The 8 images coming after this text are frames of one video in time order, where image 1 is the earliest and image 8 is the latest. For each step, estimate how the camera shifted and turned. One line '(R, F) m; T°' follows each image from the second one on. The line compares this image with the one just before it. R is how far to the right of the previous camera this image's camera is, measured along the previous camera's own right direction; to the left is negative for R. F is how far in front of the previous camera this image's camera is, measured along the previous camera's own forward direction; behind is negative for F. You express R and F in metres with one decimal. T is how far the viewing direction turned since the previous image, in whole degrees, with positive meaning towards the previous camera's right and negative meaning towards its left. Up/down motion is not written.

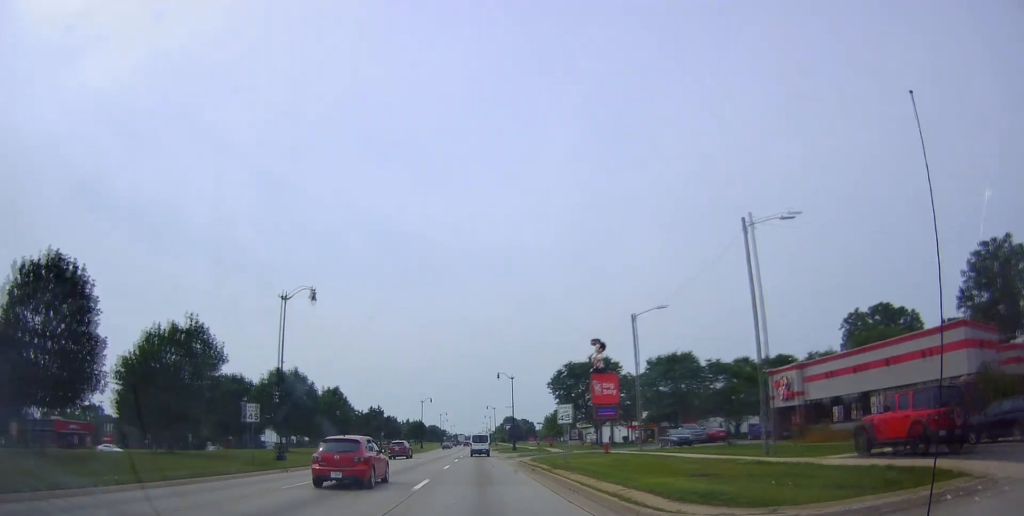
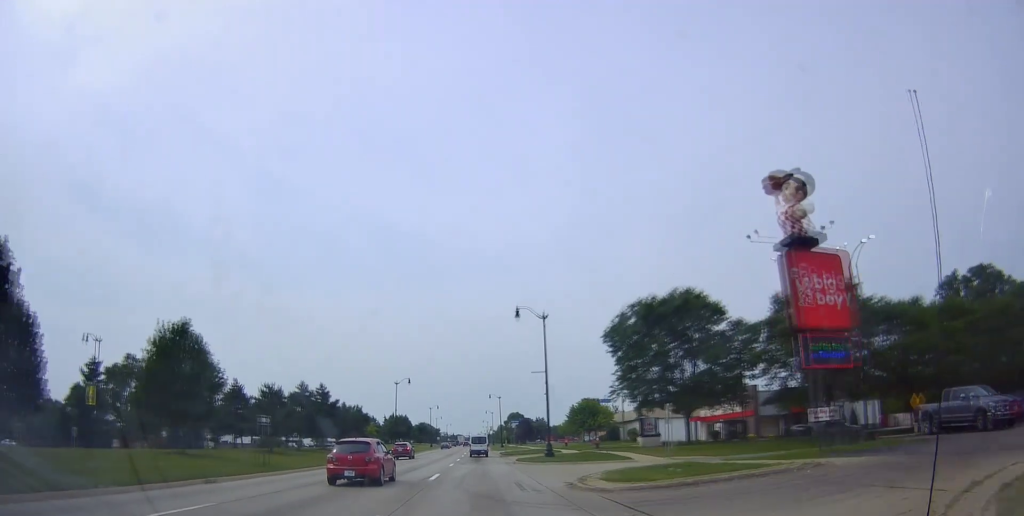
(-0.5, +39.7) m; -1°
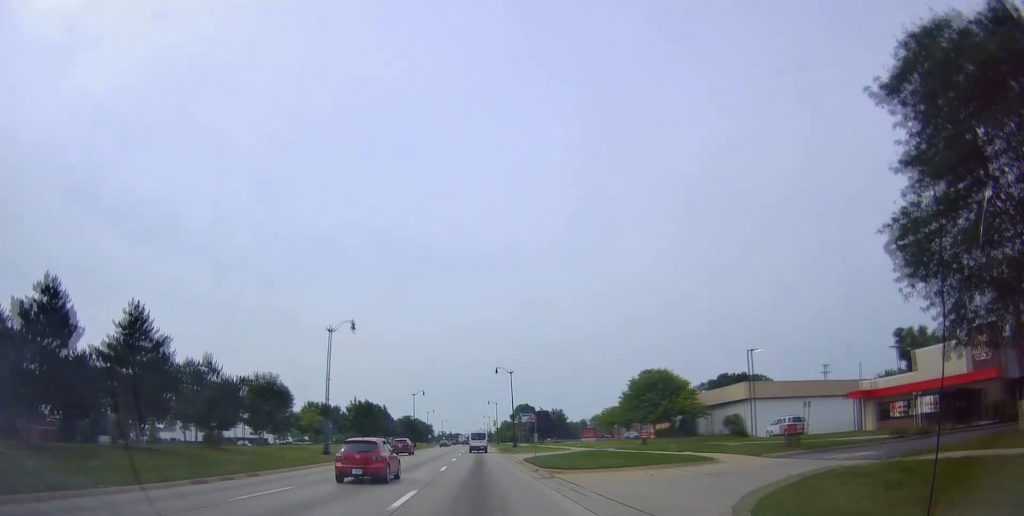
(0.0, +39.9) m; -1°
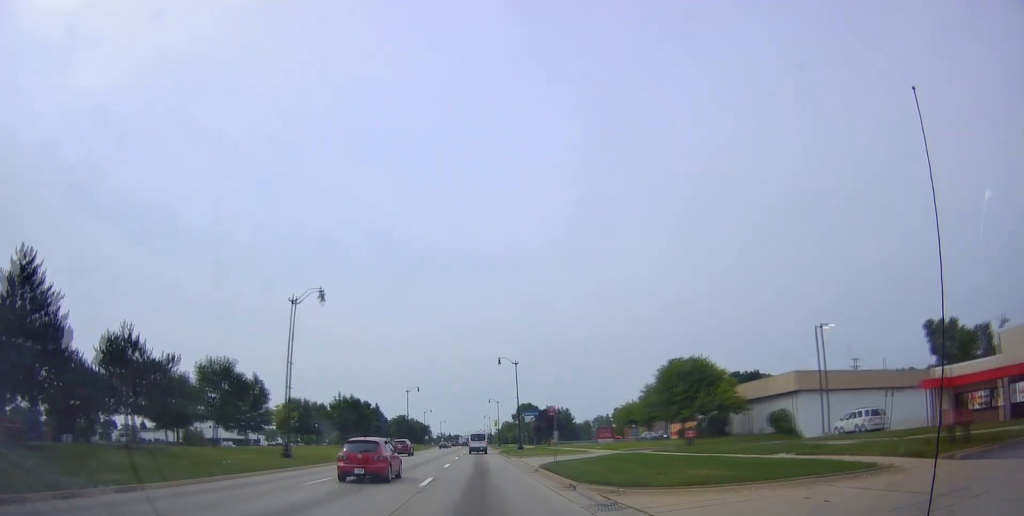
(-0.1, +10.0) m; 0°
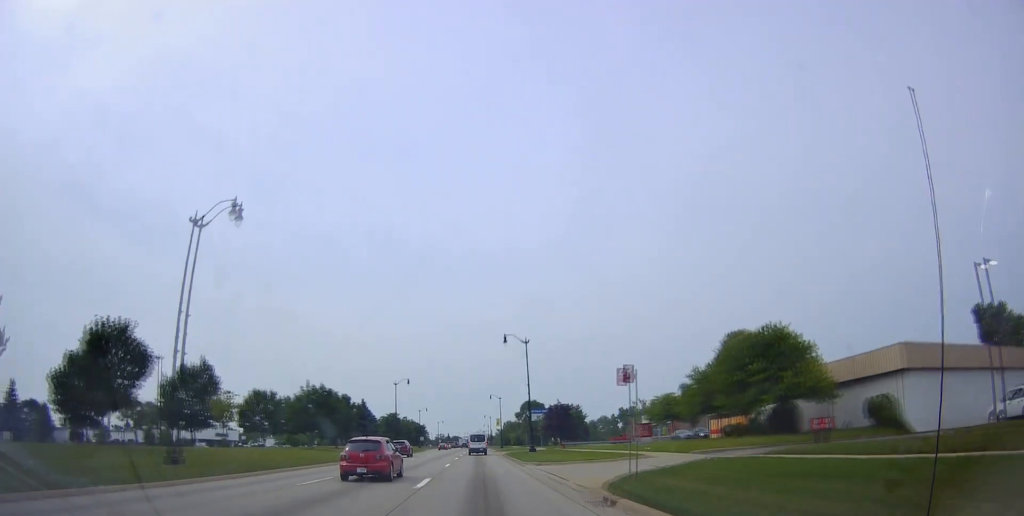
(+0.2, +14.7) m; +2°
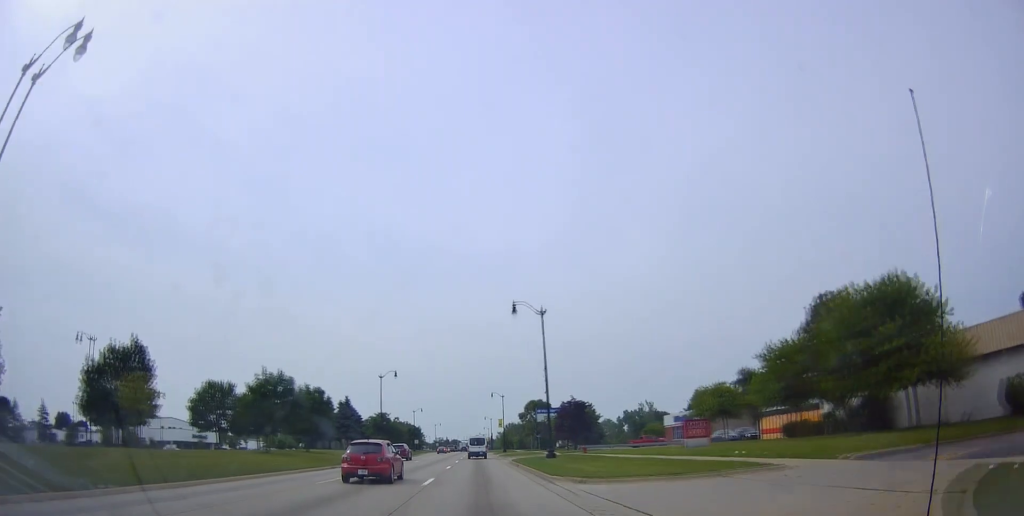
(+0.2, +13.3) m; 0°
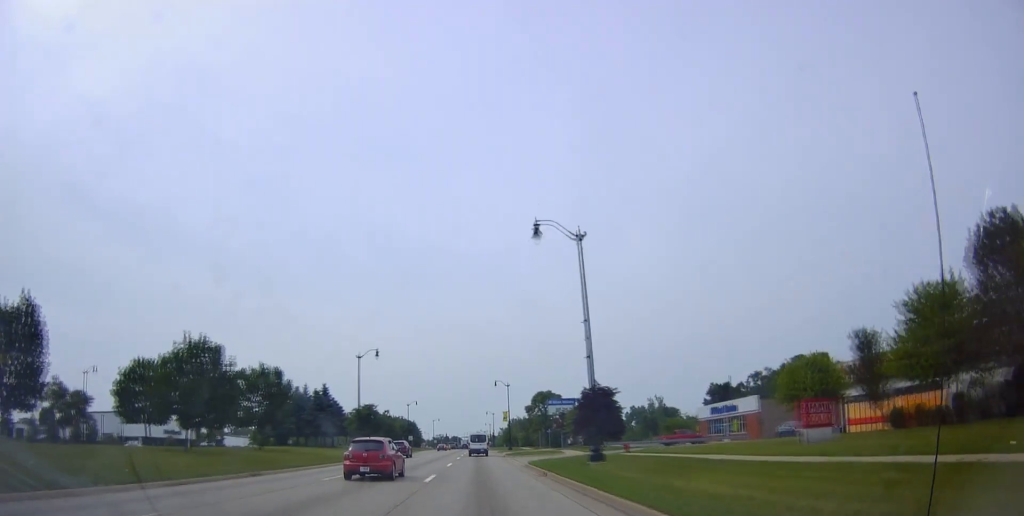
(0.0, +14.7) m; -1°
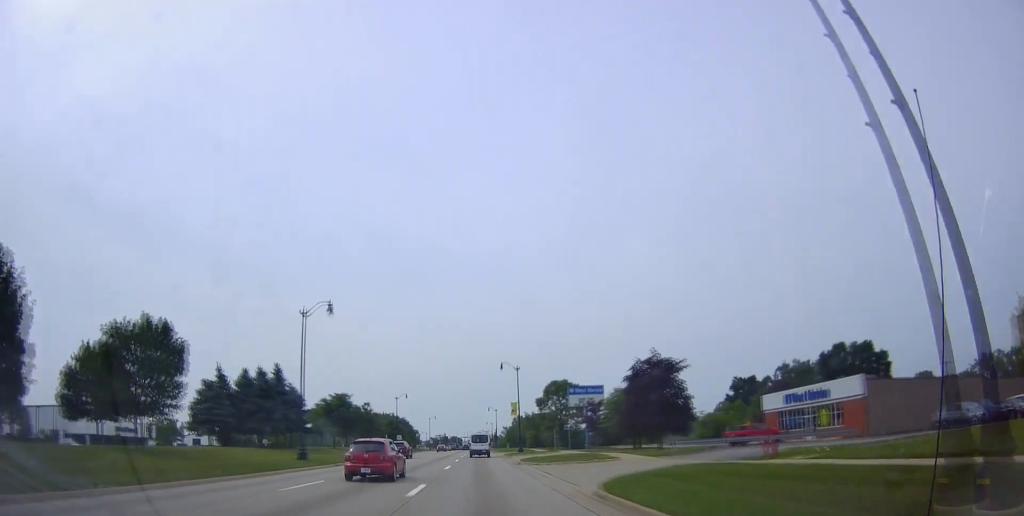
(-0.3, +20.0) m; 0°
